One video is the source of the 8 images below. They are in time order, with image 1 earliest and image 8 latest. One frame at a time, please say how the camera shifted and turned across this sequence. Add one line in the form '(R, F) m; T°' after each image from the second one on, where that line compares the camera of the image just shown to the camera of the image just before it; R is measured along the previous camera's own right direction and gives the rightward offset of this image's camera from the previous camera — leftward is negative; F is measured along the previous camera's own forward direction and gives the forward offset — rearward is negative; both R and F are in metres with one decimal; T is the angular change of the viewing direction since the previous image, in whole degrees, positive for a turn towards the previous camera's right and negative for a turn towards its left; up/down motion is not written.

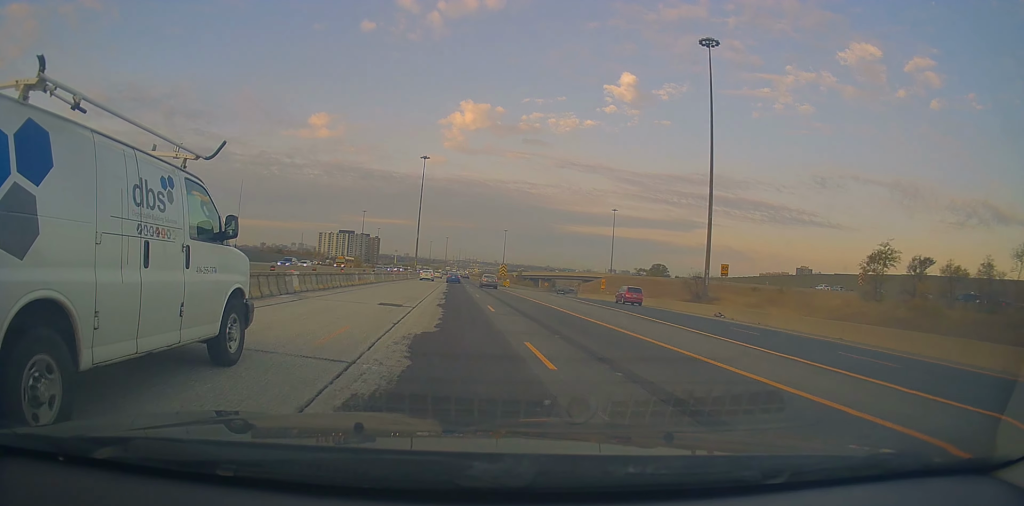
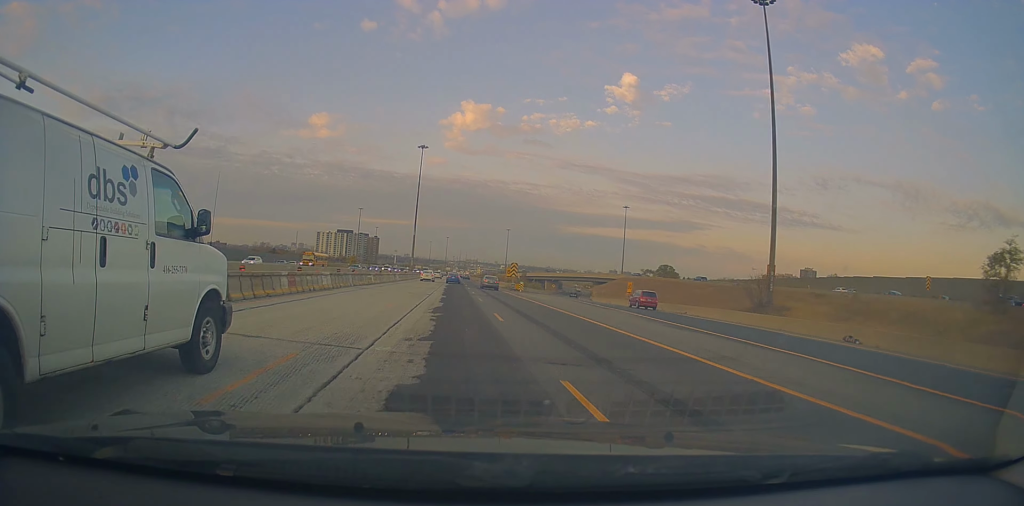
(0.0, +15.9) m; 0°
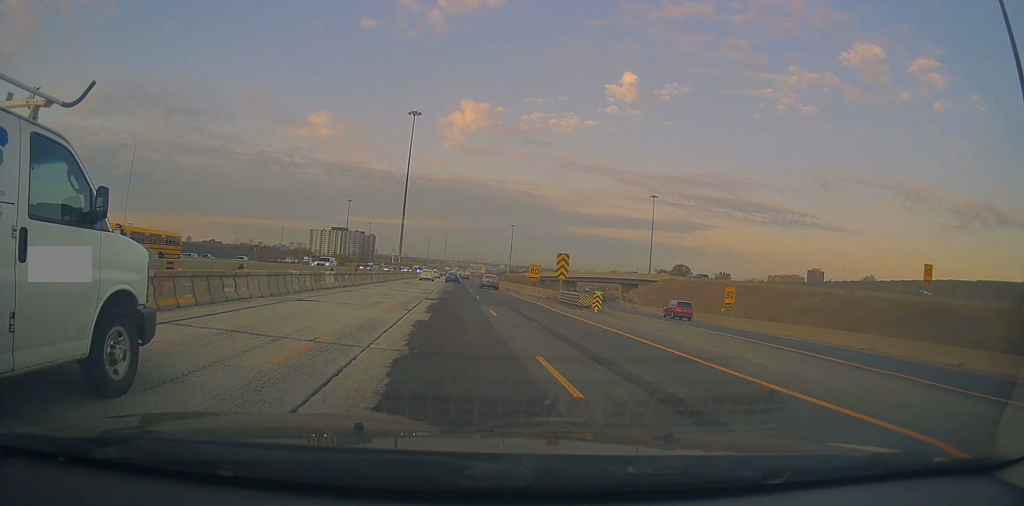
(-0.3, +33.9) m; -1°
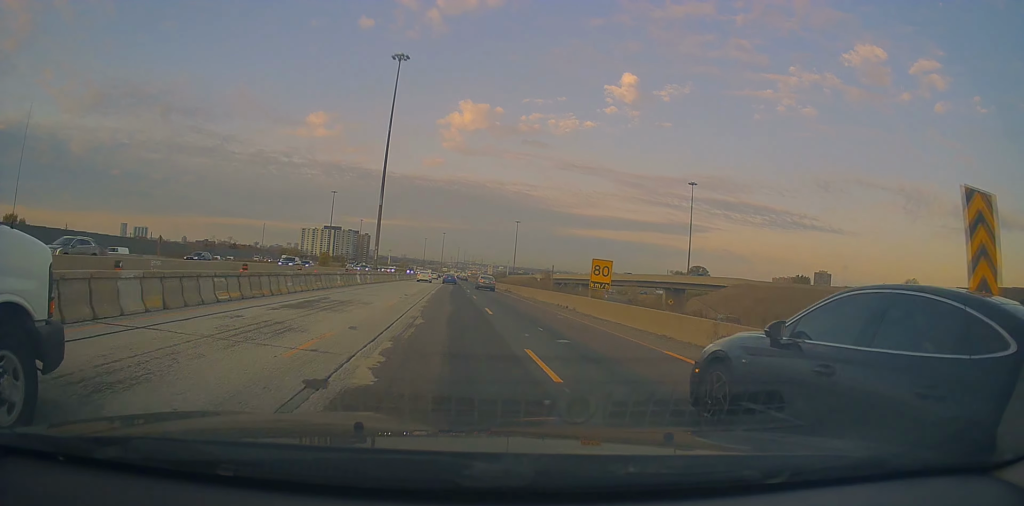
(+0.1, +34.8) m; +1°
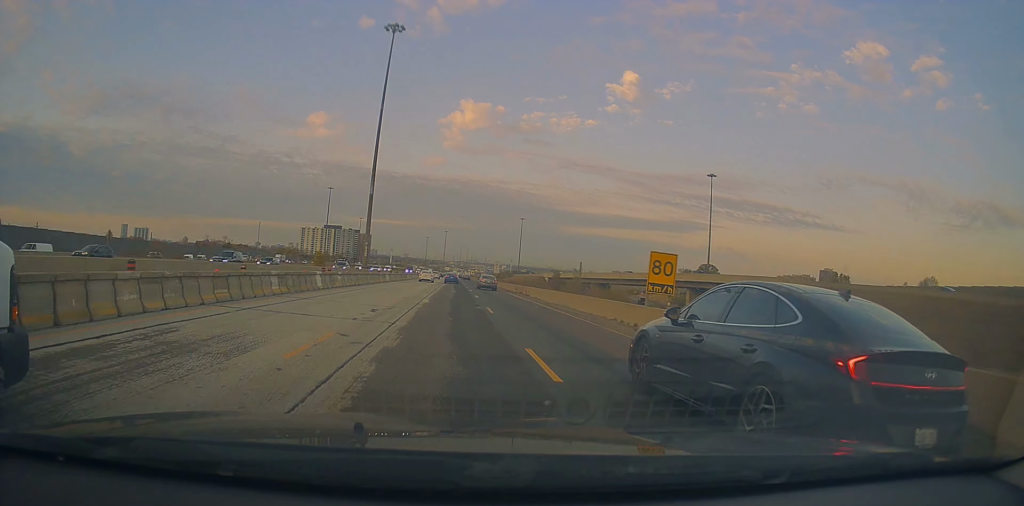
(+0.1, +11.9) m; 0°
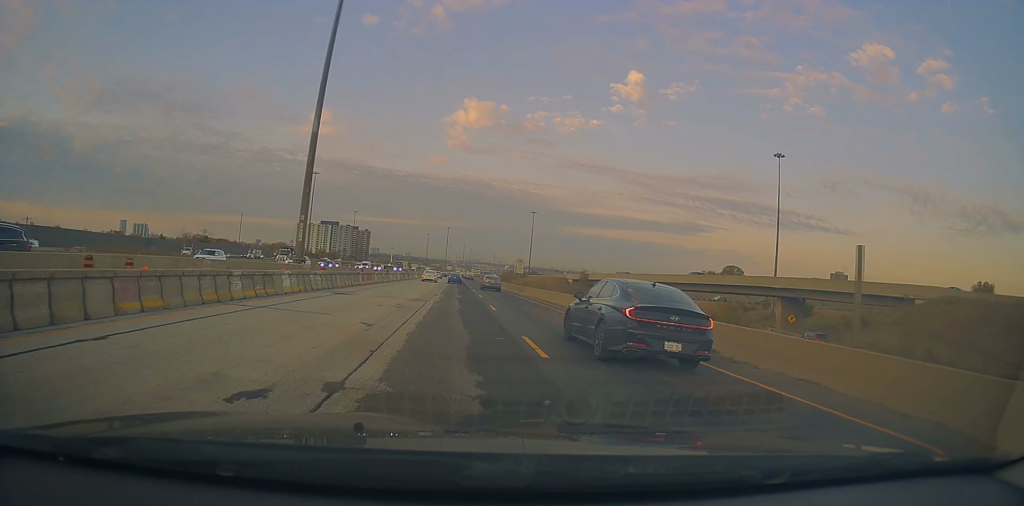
(-0.2, +33.8) m; -1°
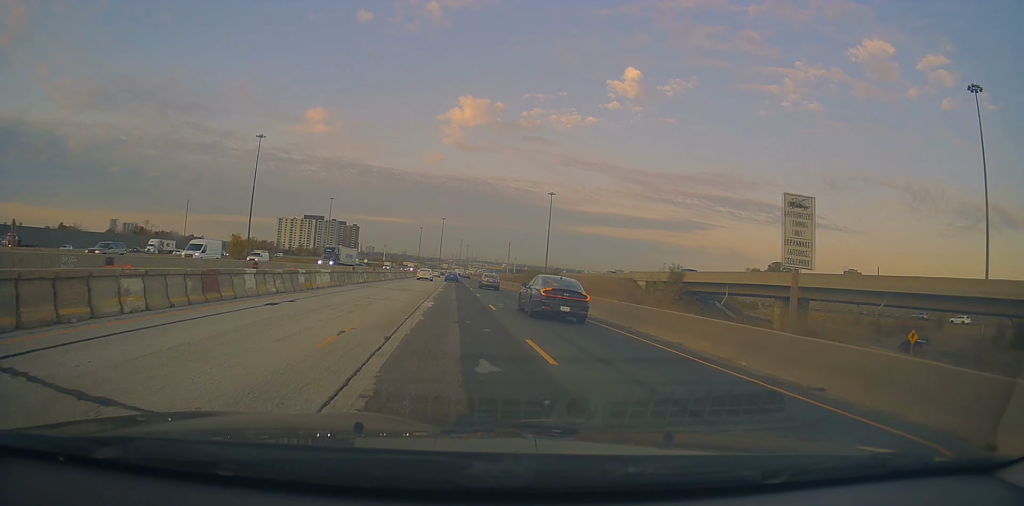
(+0.9, +60.5) m; +1°
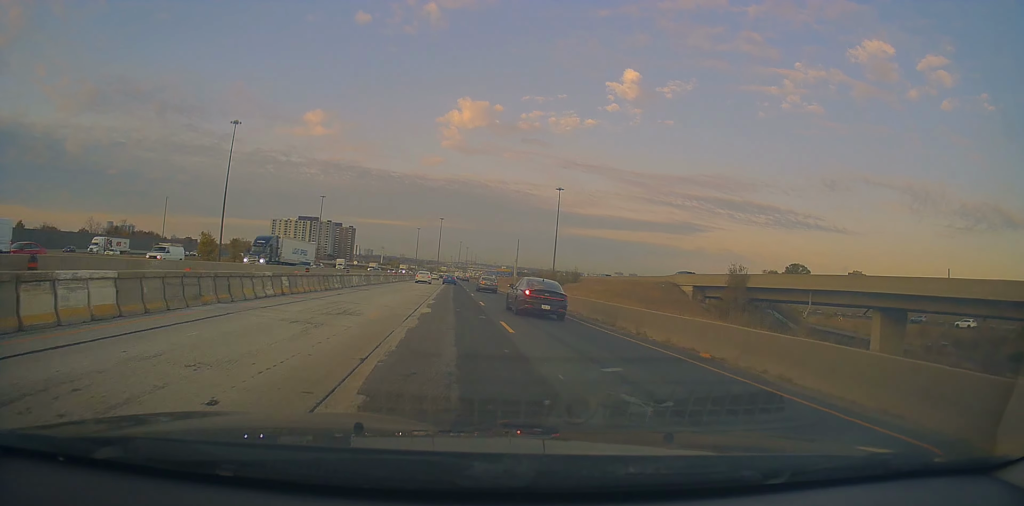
(-0.6, +18.9) m; 0°
